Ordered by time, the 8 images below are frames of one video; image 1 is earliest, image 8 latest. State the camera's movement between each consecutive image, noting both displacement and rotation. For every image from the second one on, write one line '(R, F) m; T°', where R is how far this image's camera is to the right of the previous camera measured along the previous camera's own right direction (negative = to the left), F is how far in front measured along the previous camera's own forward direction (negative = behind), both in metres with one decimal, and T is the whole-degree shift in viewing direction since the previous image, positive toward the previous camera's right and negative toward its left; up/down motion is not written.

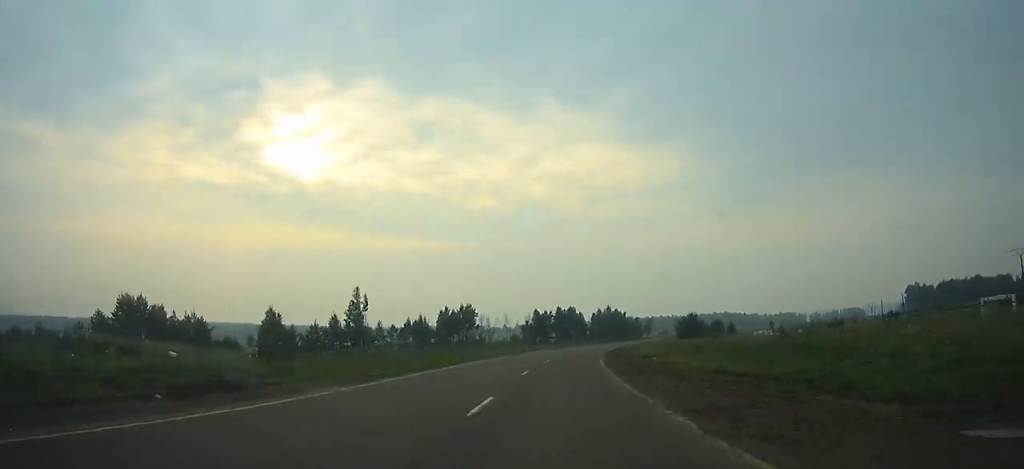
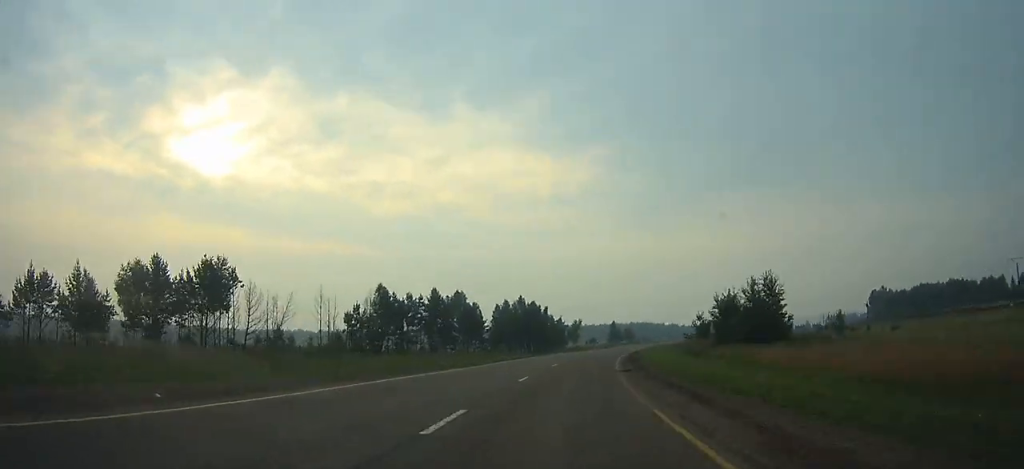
(+5.1, +73.8) m; +10°
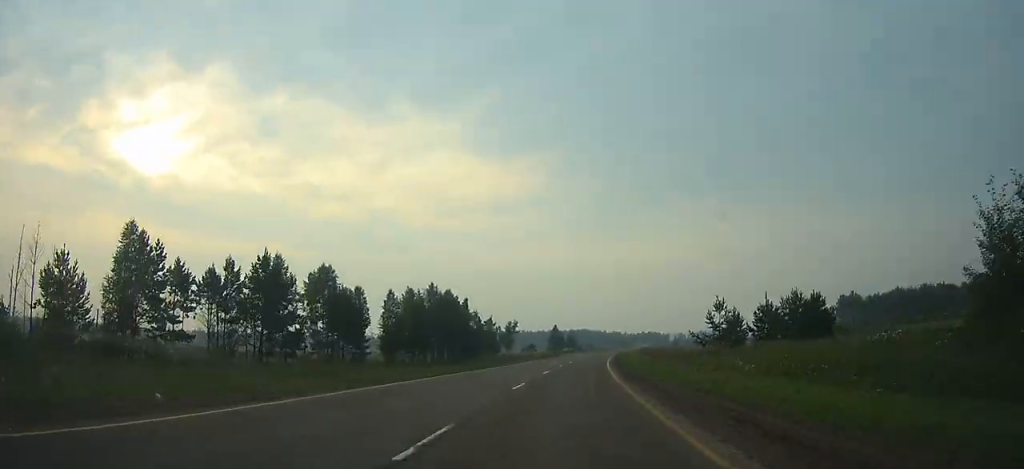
(+3.0, +37.2) m; +5°
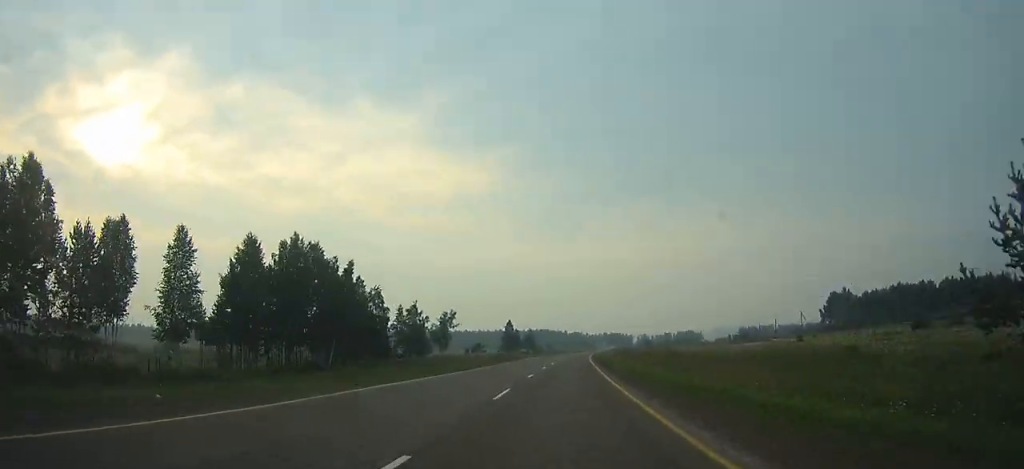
(+1.6, +39.1) m; +4°
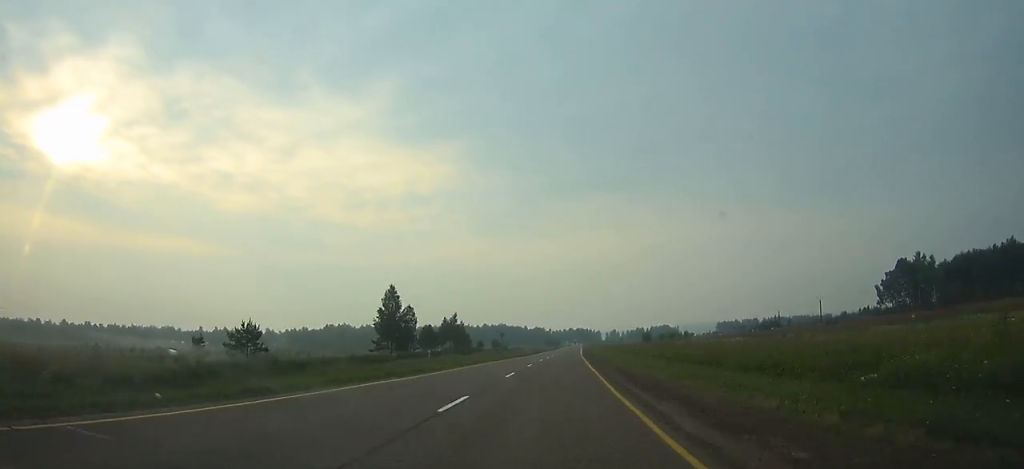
(+4.7, +100.4) m; +4°
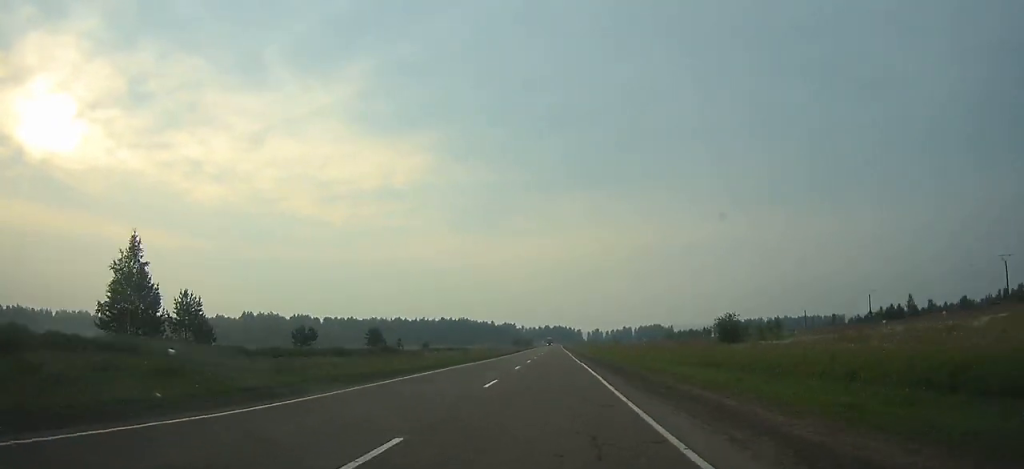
(+2.2, +111.8) m; +2°
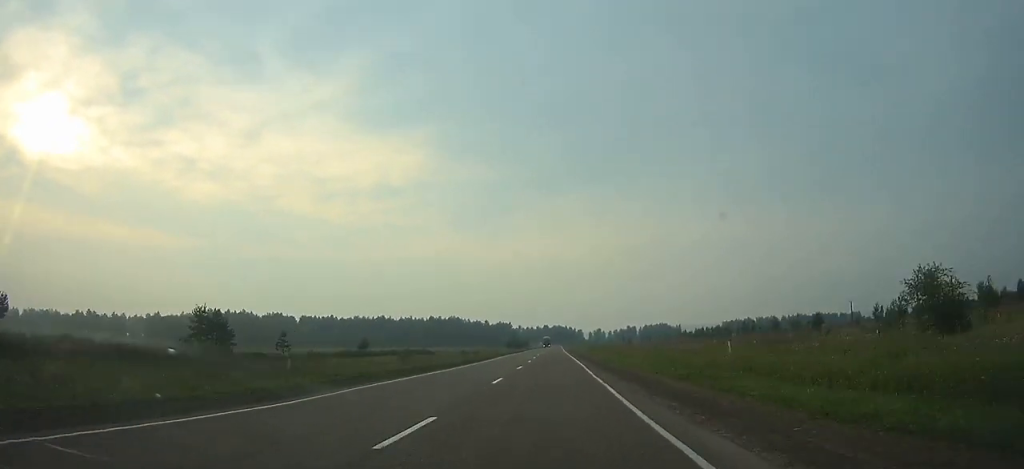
(0.0, +44.2) m; 0°
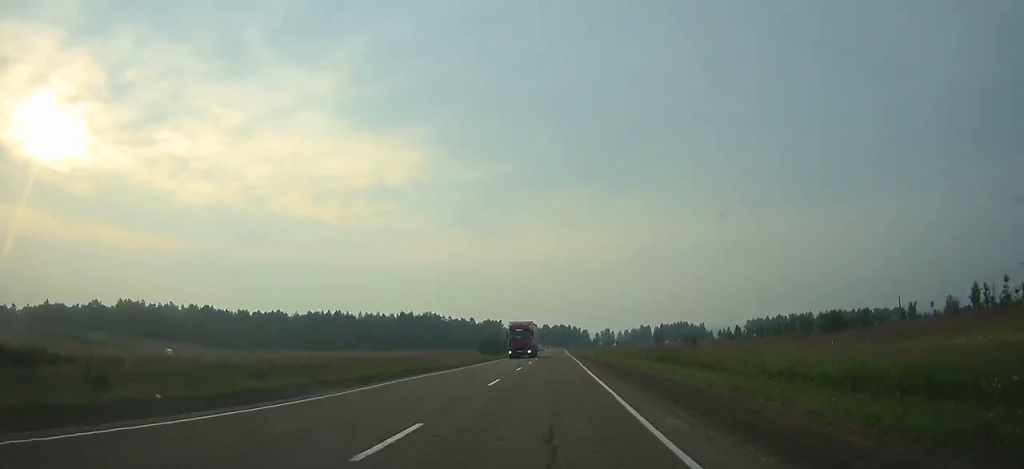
(+0.1, +92.5) m; 0°
